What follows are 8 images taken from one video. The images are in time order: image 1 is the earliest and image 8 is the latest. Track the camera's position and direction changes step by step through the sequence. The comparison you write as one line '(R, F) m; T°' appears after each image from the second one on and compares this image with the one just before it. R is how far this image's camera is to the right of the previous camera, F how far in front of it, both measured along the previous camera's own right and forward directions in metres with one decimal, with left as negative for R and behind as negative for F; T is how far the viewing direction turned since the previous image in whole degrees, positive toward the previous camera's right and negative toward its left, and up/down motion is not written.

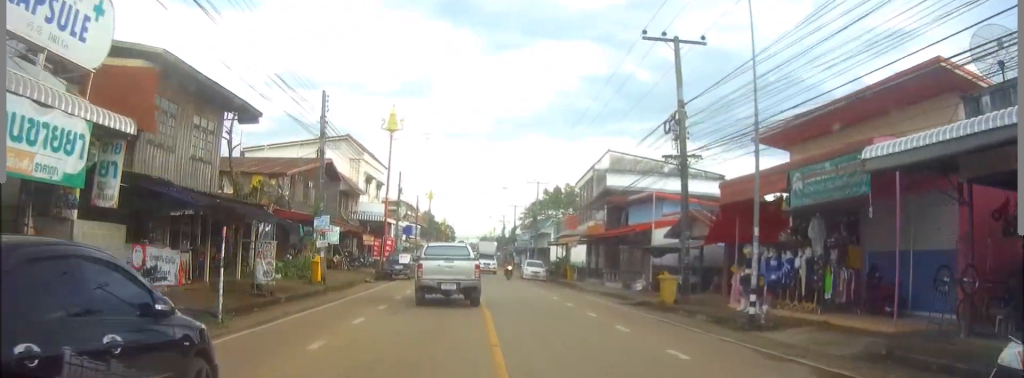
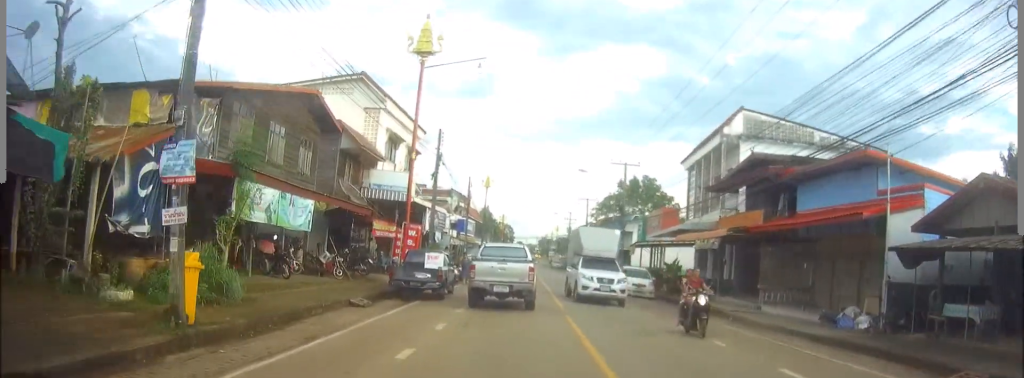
(-0.8, +17.1) m; -5°
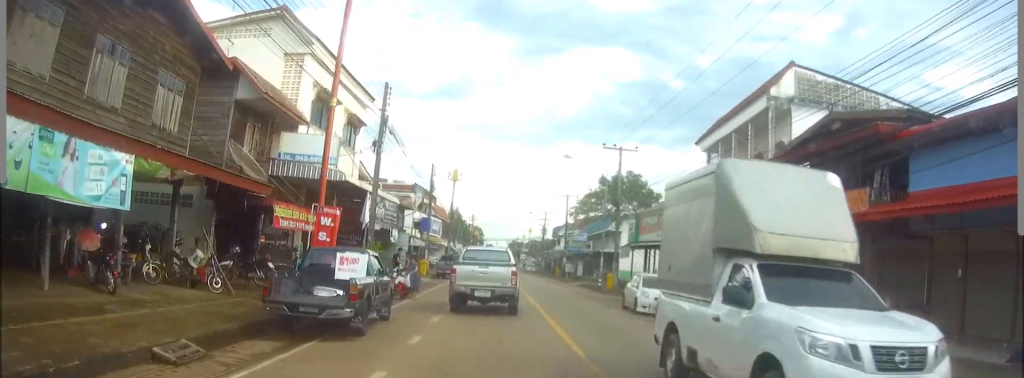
(-0.1, +9.9) m; +1°
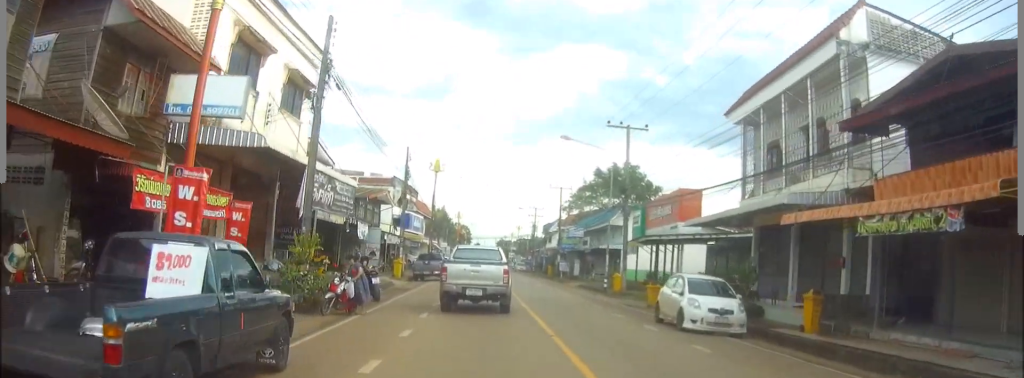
(+0.2, +7.4) m; +1°
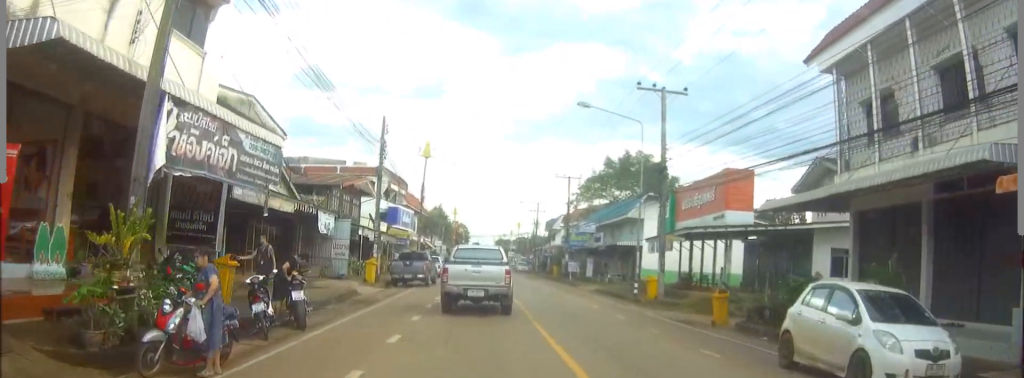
(0.0, +8.9) m; 0°
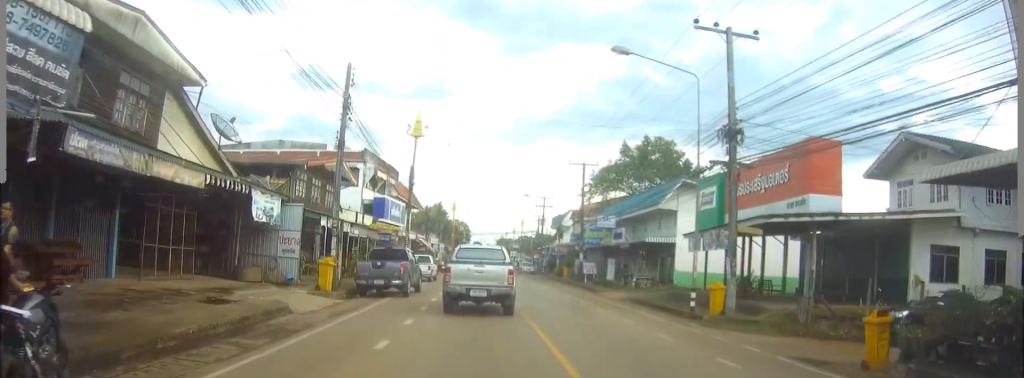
(0.0, +9.4) m; 0°
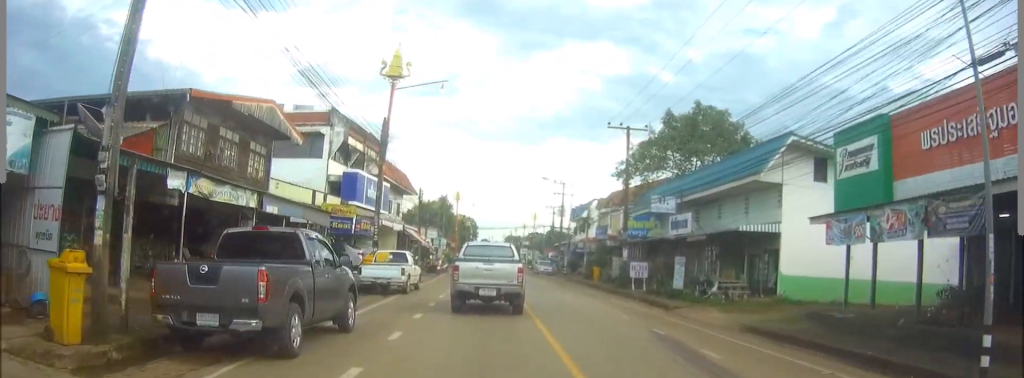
(0.0, +15.2) m; -1°
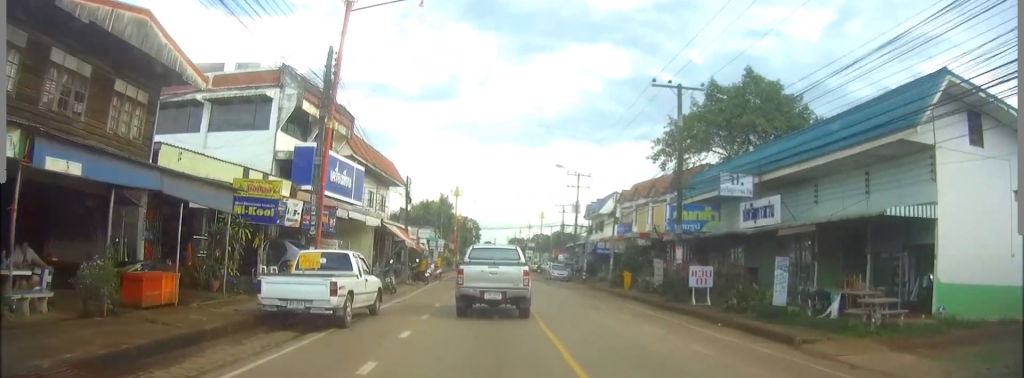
(-0.1, +11.4) m; 0°
